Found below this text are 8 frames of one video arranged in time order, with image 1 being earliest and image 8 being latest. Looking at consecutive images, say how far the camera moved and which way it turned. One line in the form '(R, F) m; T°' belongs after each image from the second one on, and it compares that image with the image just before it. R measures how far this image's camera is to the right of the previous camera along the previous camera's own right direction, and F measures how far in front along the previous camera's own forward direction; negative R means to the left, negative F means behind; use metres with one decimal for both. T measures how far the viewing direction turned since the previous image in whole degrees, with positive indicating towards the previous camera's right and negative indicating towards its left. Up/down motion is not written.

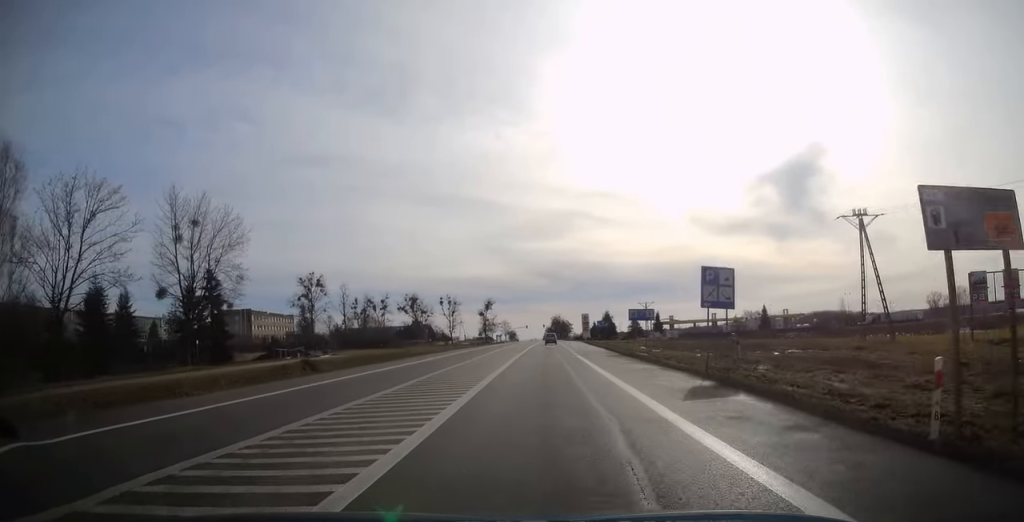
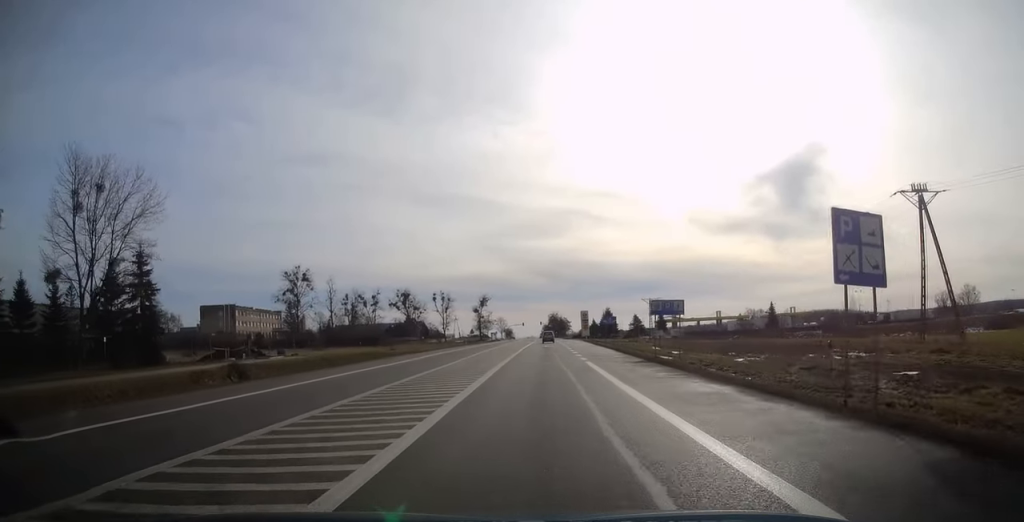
(+0.1, +9.0) m; 0°
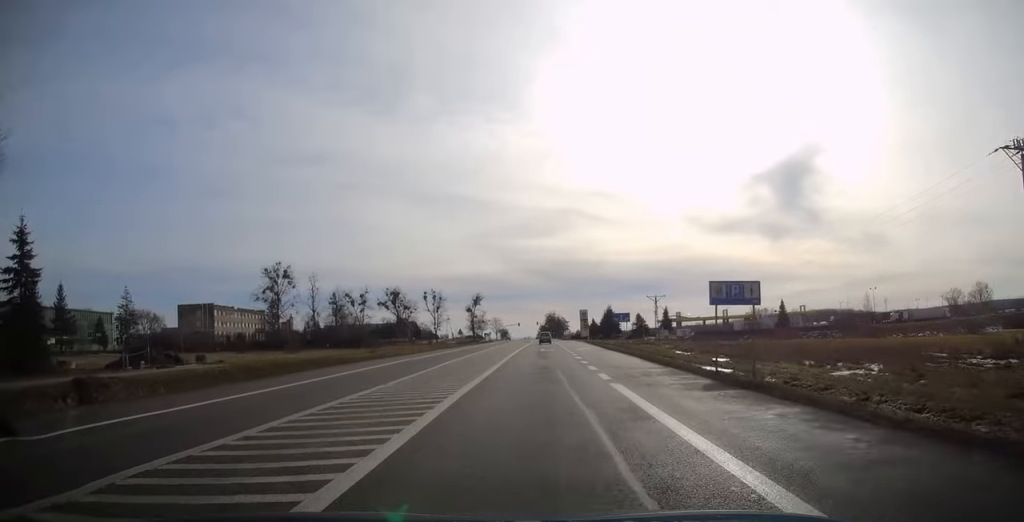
(0.0, +11.1) m; 0°
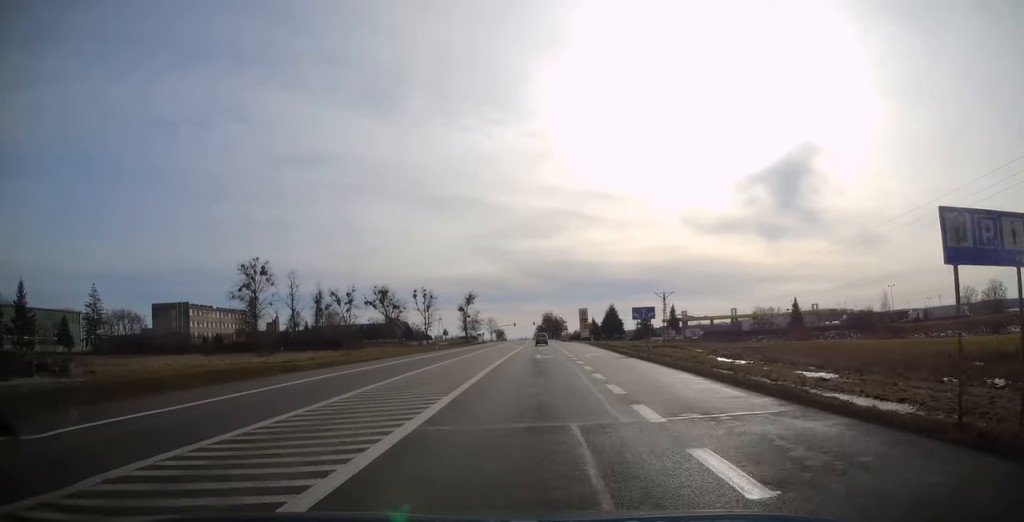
(-0.1, +11.7) m; 0°
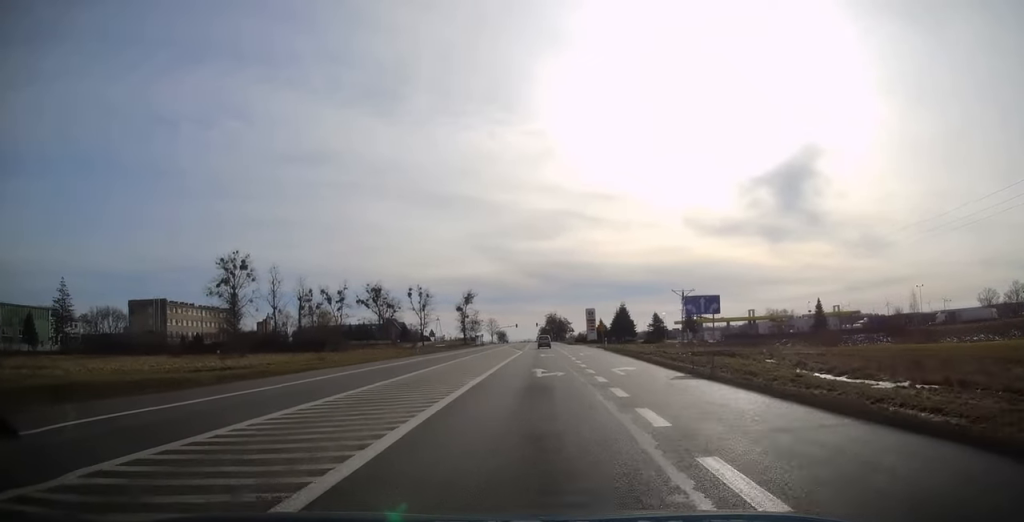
(+0.1, +12.4) m; 0°
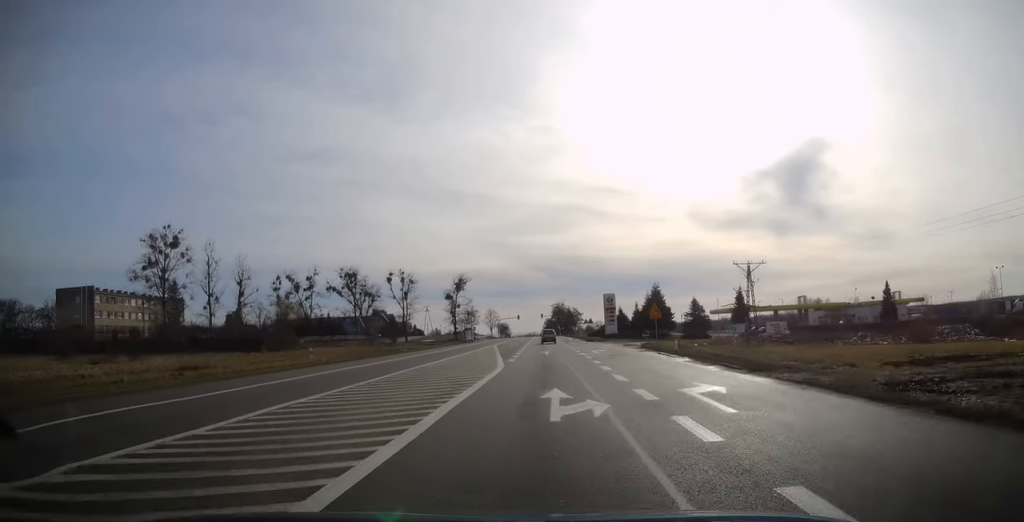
(0.0, +30.4) m; 0°
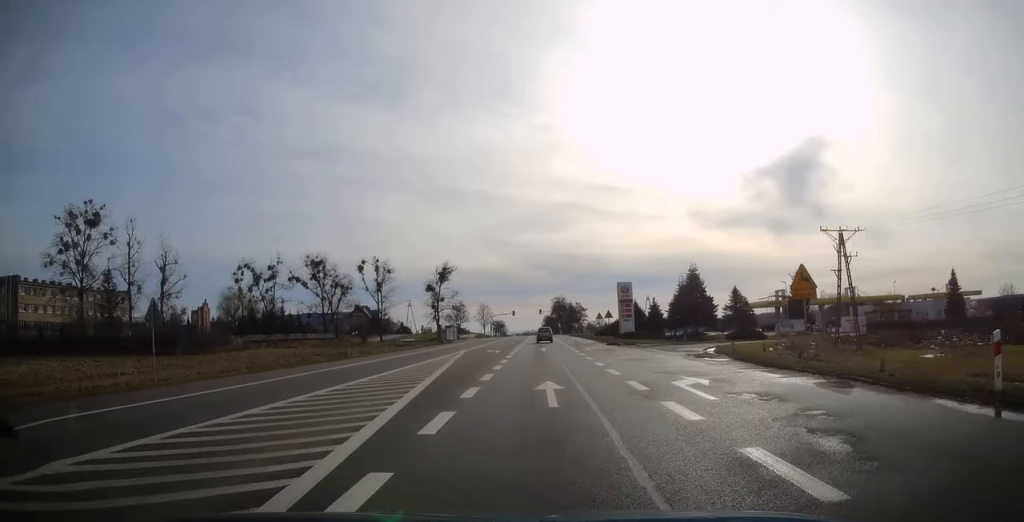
(-0.1, +23.6) m; 0°
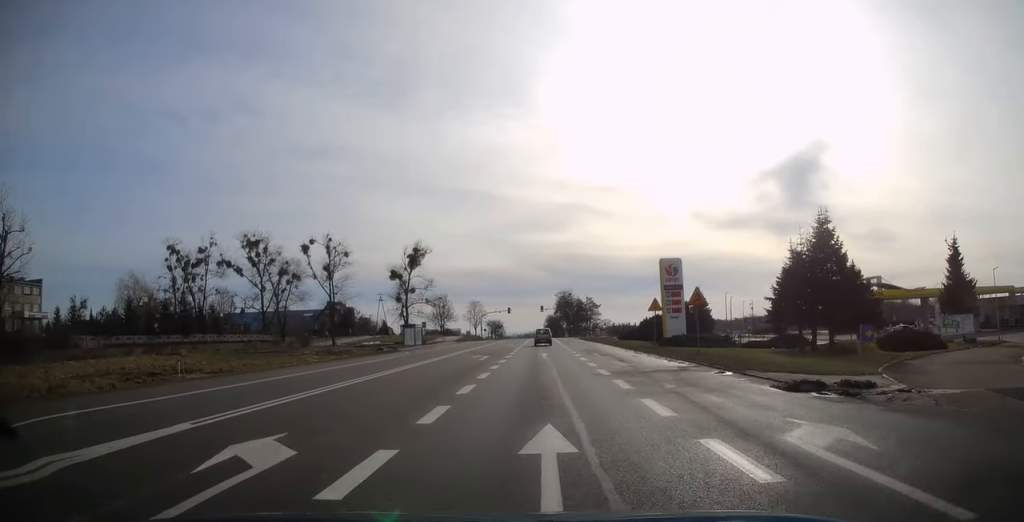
(-0.1, +32.8) m; 0°
